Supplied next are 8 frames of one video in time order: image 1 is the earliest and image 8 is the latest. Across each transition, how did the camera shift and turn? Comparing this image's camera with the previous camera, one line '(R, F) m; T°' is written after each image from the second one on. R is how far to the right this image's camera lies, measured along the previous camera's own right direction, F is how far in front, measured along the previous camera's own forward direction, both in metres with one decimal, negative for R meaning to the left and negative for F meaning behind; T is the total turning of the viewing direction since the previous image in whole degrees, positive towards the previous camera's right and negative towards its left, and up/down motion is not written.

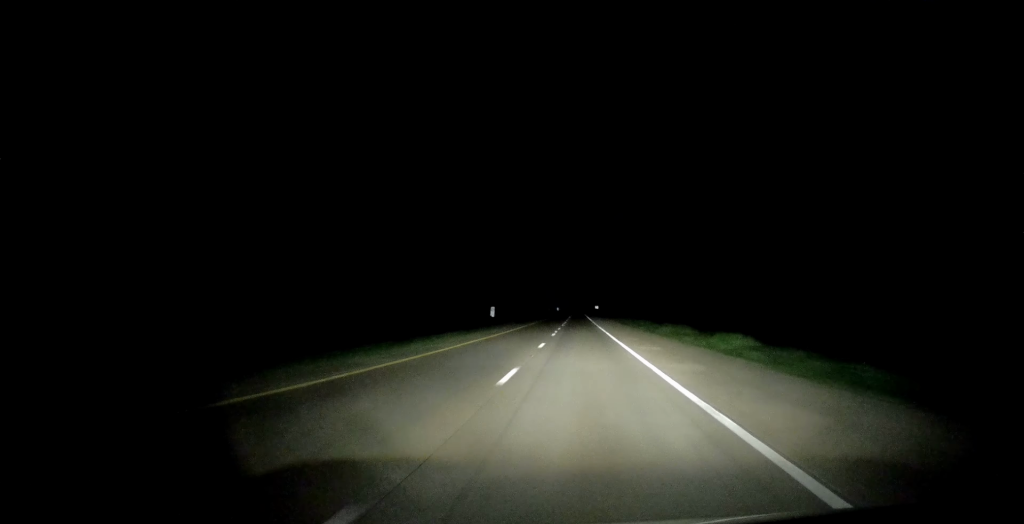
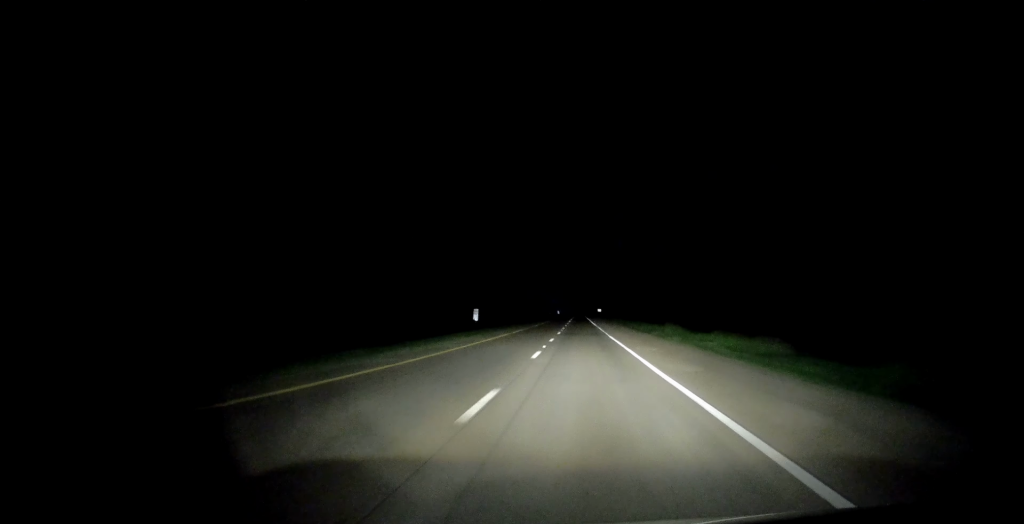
(+0.1, +16.8) m; 0°
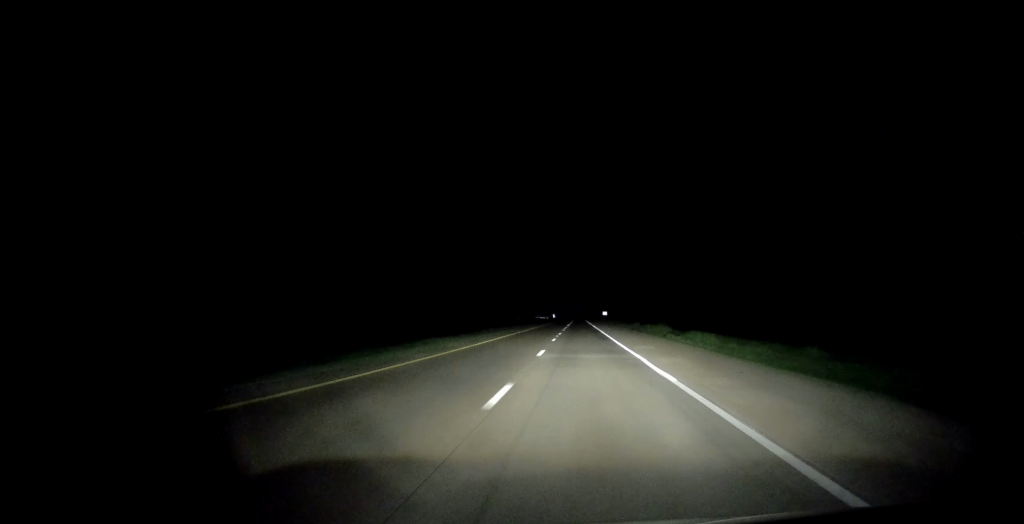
(-0.4, +59.7) m; -1°
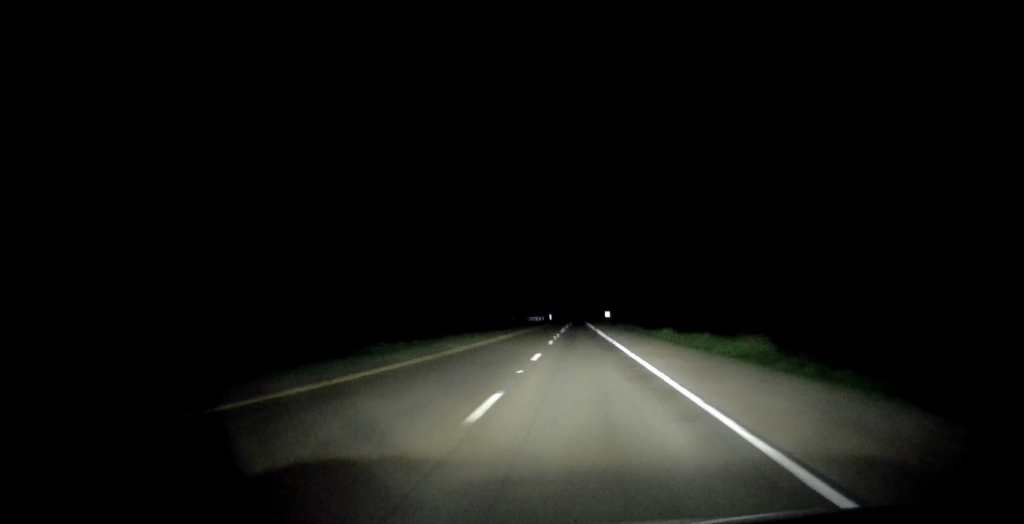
(-0.1, +25.9) m; 0°
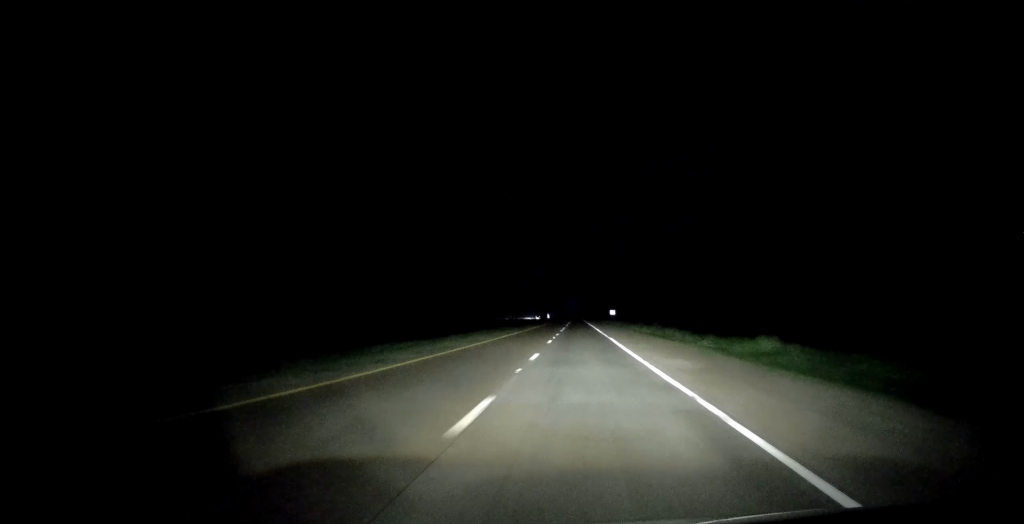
(+0.2, +24.9) m; 0°
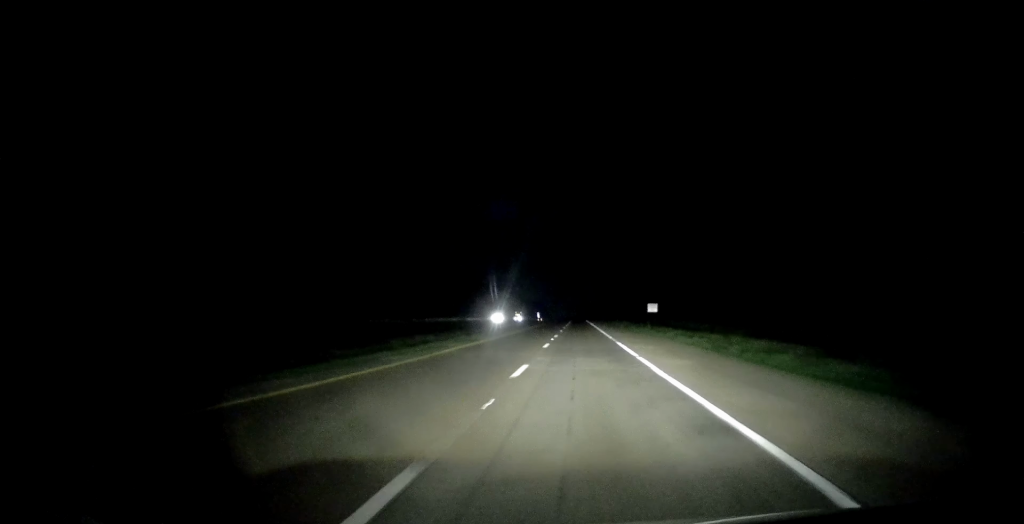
(0.0, +78.3) m; 0°
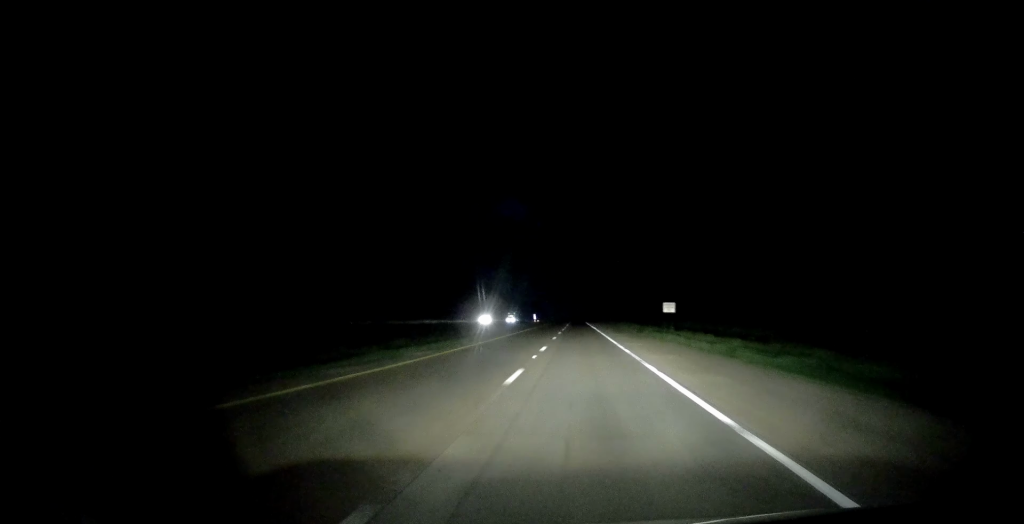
(0.0, +13.6) m; 0°
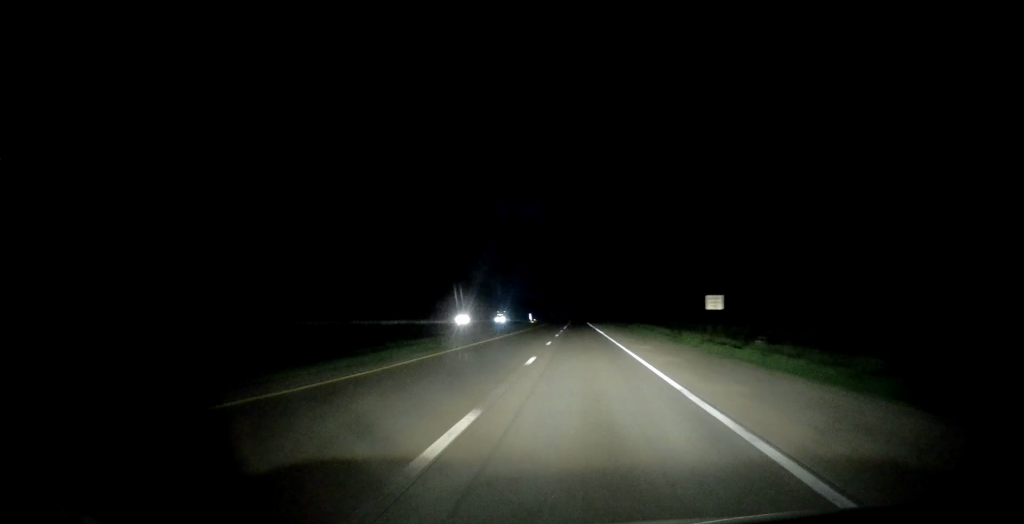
(0.0, +19.3) m; 0°
